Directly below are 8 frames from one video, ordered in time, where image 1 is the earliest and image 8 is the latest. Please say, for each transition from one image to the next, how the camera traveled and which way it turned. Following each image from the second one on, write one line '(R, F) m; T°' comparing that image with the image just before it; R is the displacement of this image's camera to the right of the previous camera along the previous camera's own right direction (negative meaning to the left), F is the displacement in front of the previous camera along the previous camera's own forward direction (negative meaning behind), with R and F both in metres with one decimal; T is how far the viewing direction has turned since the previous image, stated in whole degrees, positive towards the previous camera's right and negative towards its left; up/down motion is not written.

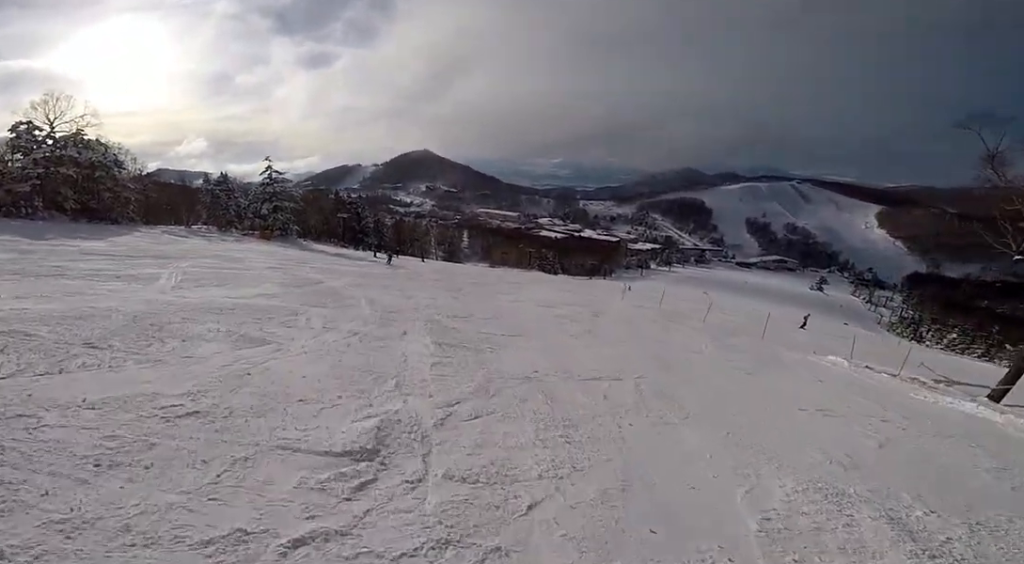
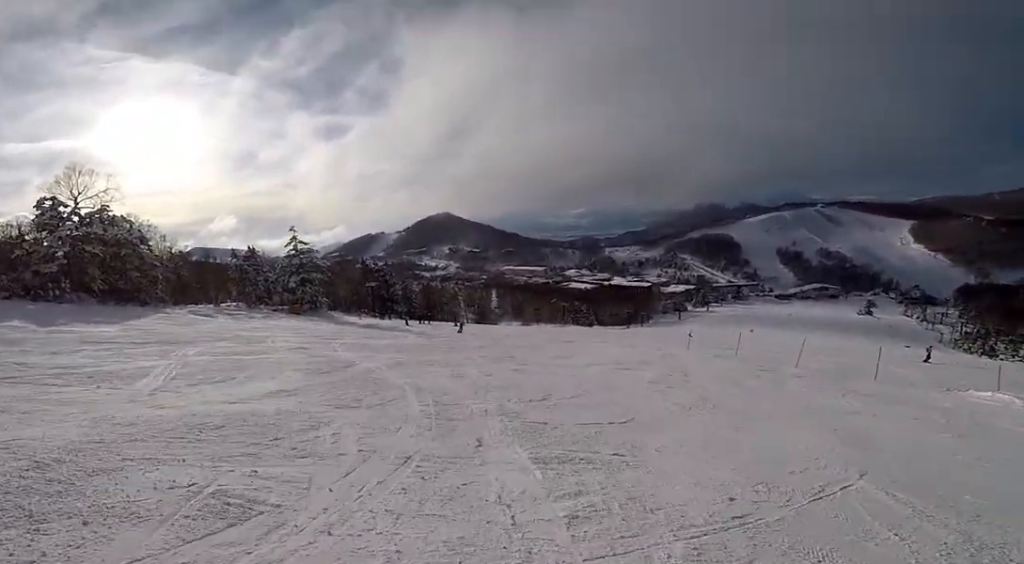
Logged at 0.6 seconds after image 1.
(-0.5, +3.5) m; +6°
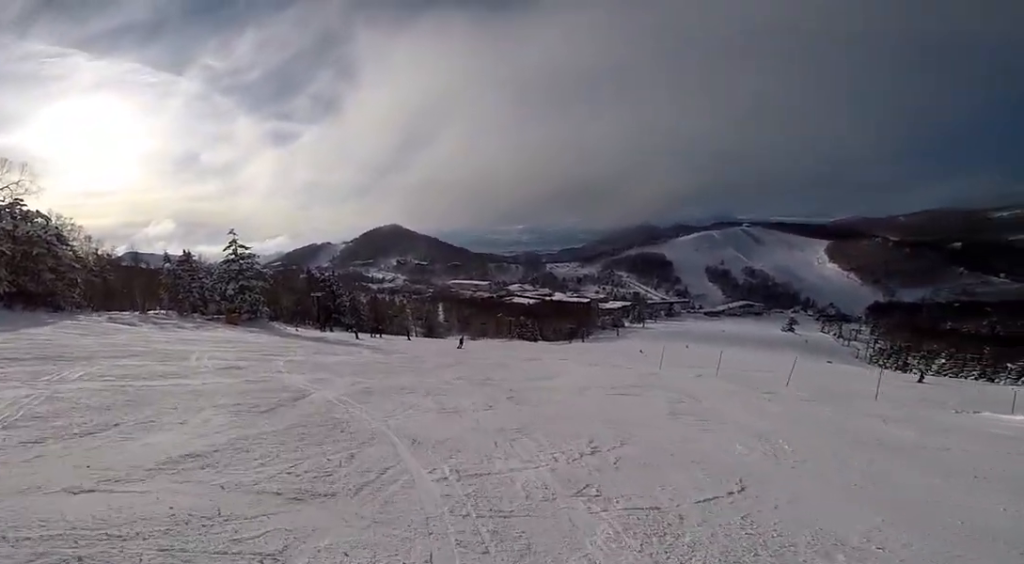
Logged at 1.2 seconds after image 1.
(+0.9, +3.7) m; +15°
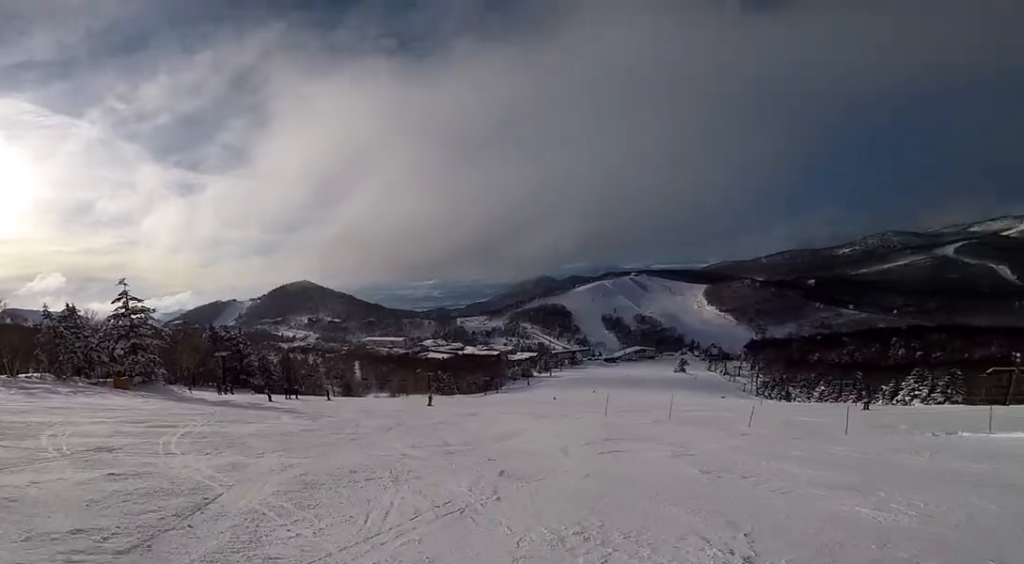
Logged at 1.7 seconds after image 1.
(+0.4, +3.7) m; +13°
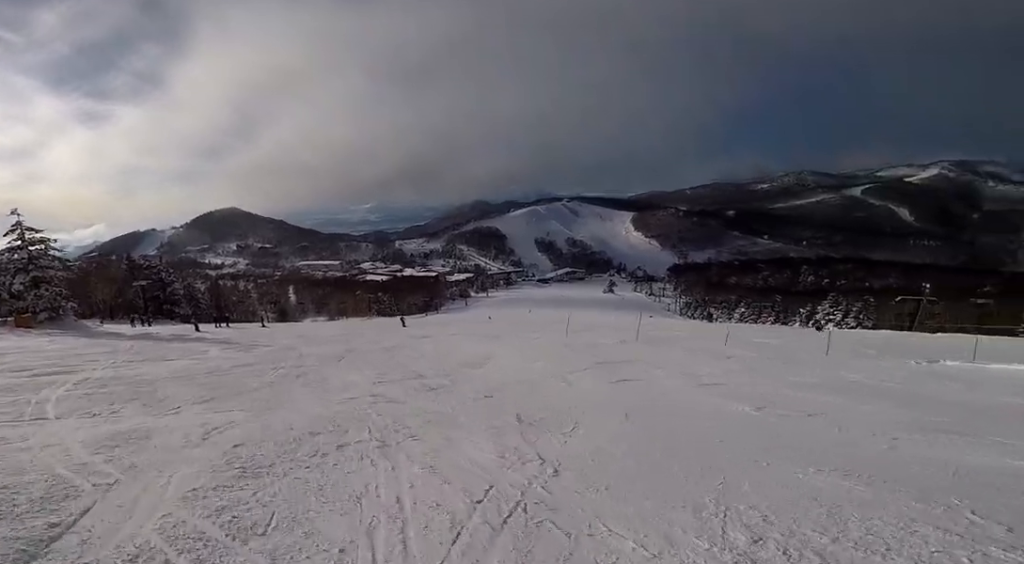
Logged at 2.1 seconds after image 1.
(+0.5, +2.9) m; +4°
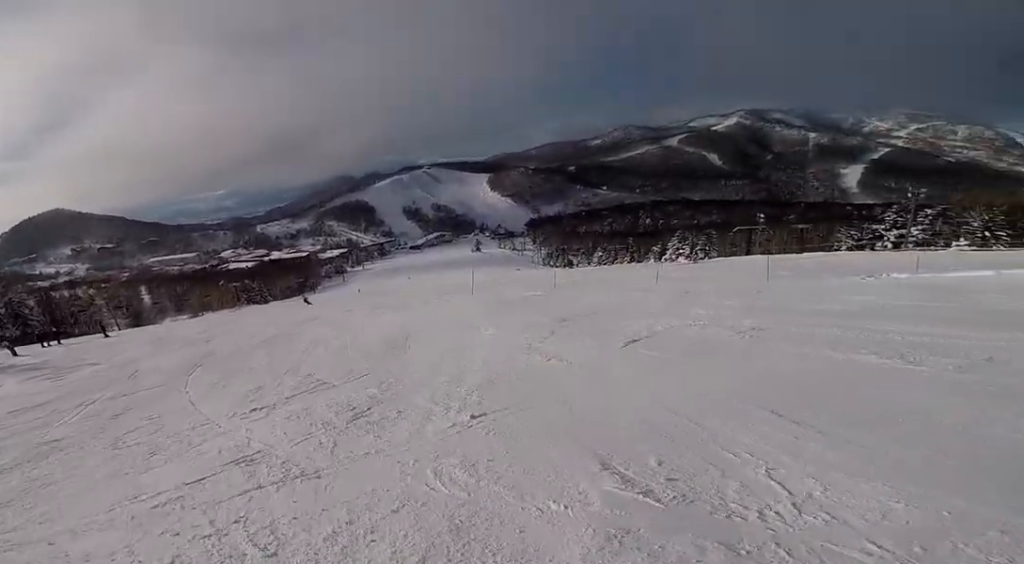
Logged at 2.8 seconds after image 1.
(+0.4, +4.7) m; +1°
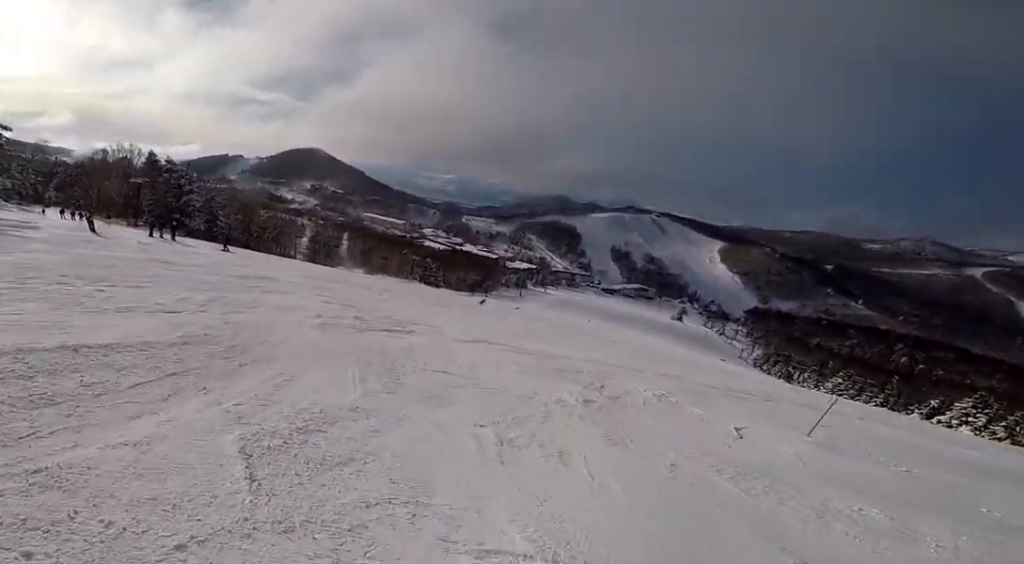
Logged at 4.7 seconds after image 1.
(-3.9, +12.1) m; -17°
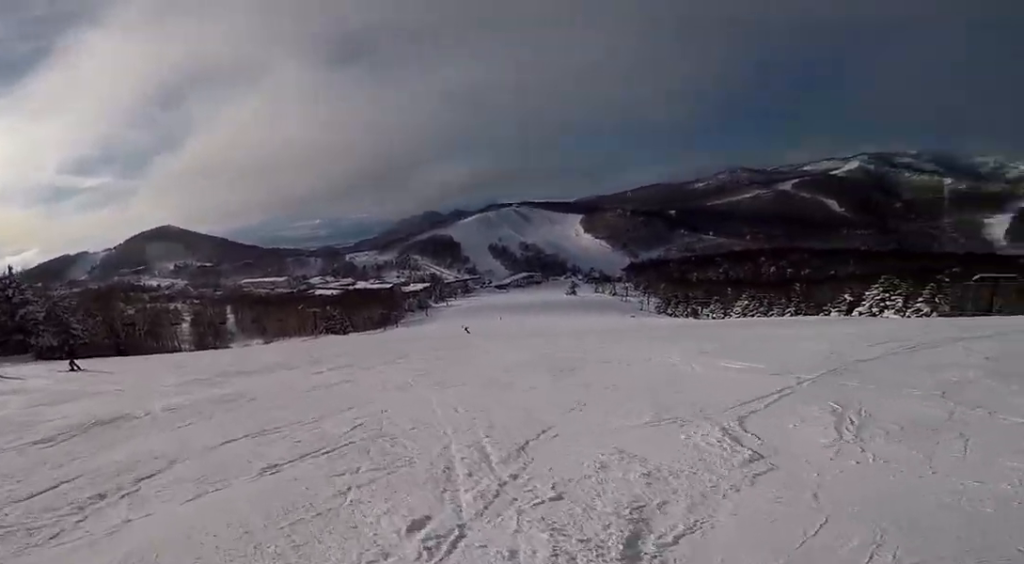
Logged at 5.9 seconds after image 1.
(+2.6, +7.2) m; +23°
